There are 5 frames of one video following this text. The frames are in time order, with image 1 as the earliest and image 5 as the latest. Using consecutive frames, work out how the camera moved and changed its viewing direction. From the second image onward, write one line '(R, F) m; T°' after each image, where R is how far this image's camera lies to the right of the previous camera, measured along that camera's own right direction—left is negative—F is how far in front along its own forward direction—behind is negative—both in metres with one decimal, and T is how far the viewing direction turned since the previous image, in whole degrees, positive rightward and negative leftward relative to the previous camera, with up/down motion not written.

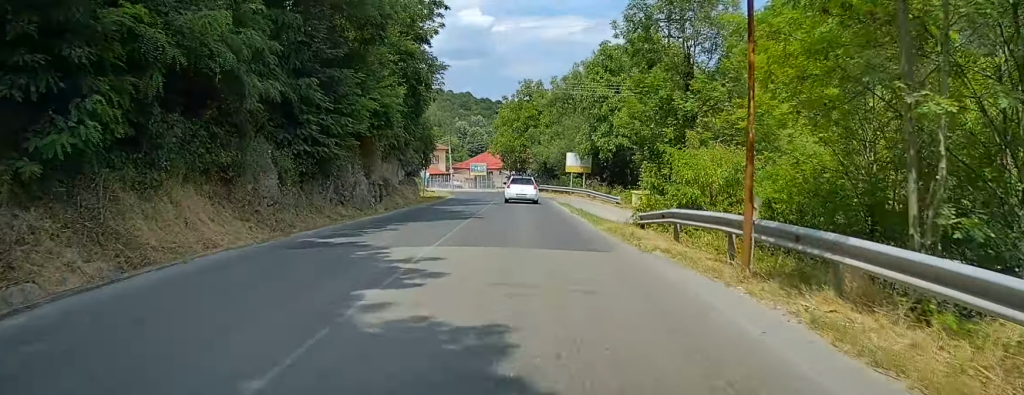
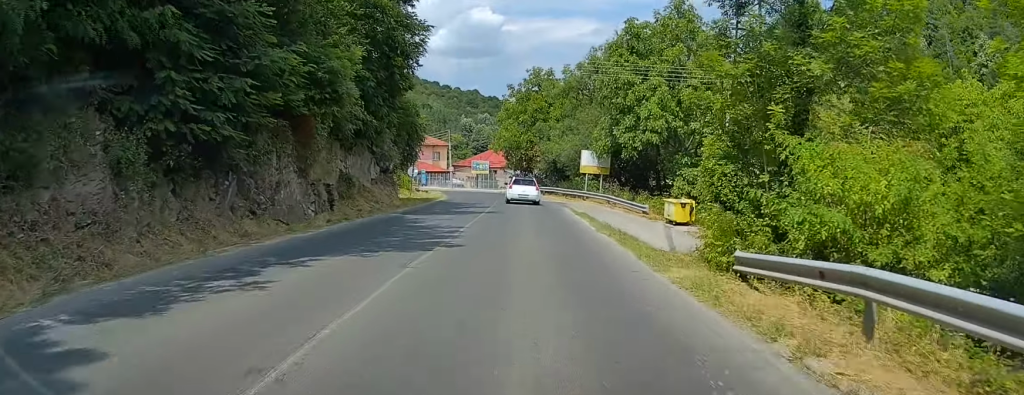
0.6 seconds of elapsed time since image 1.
(0.0, +8.9) m; -1°
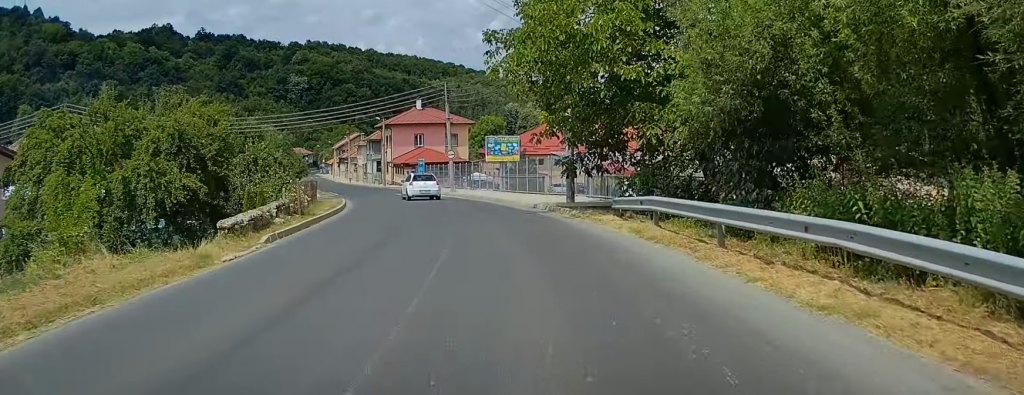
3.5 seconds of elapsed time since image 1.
(-1.7, +45.4) m; -7°
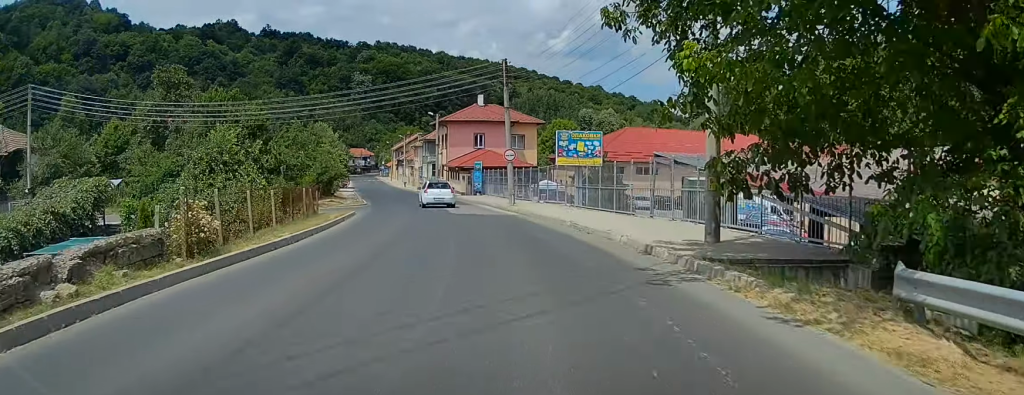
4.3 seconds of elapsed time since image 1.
(-0.5, +12.6) m; -4°
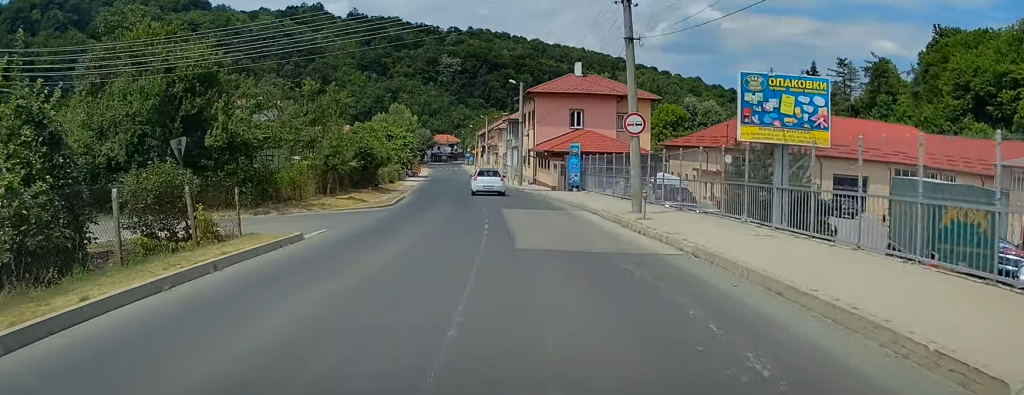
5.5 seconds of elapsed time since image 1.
(-0.9, +17.6) m; -6°
